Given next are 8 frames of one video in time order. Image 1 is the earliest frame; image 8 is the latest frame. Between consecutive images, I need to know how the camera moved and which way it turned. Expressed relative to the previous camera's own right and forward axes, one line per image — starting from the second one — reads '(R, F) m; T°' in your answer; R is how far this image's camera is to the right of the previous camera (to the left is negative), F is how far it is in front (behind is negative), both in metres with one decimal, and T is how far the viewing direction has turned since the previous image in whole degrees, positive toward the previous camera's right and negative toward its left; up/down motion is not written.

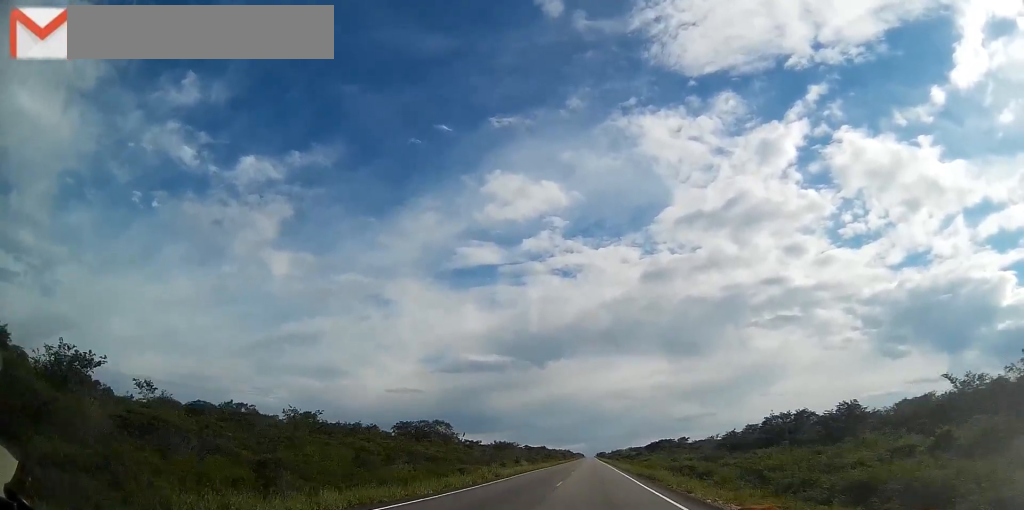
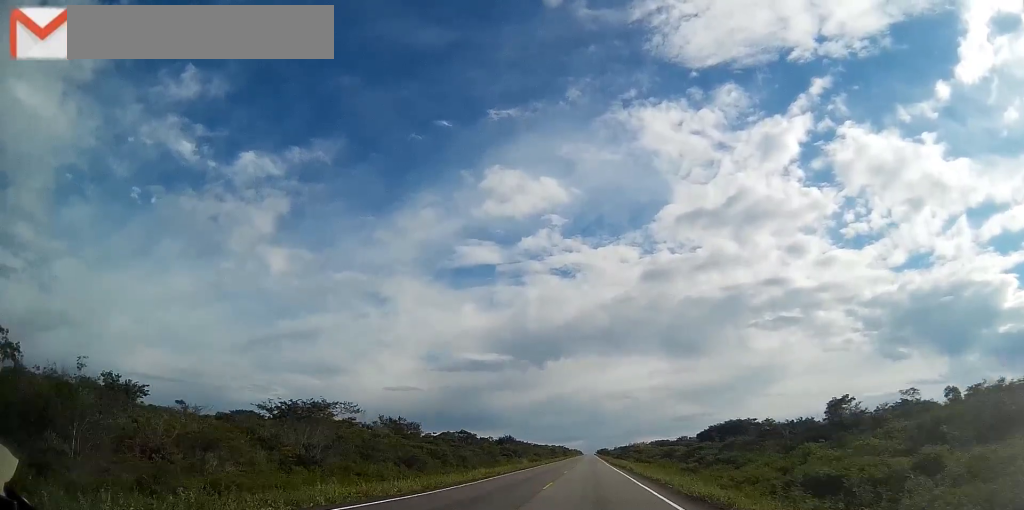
(-0.1, +100.3) m; 0°
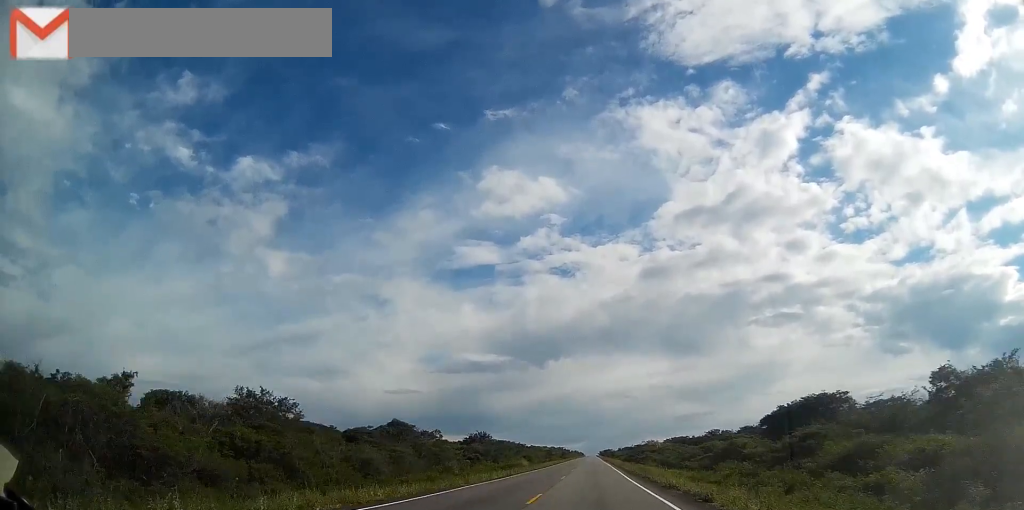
(+0.1, +35.0) m; 0°
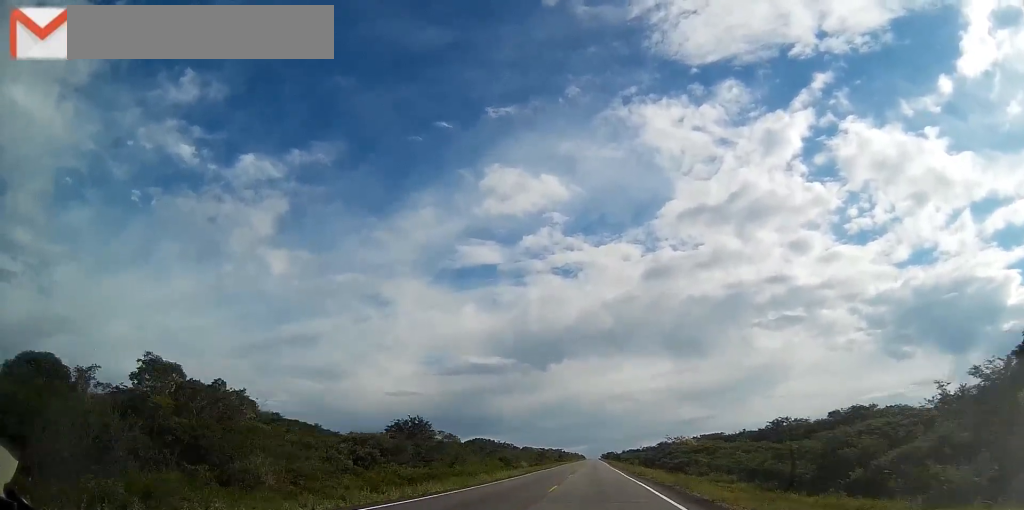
(0.0, +42.5) m; 0°
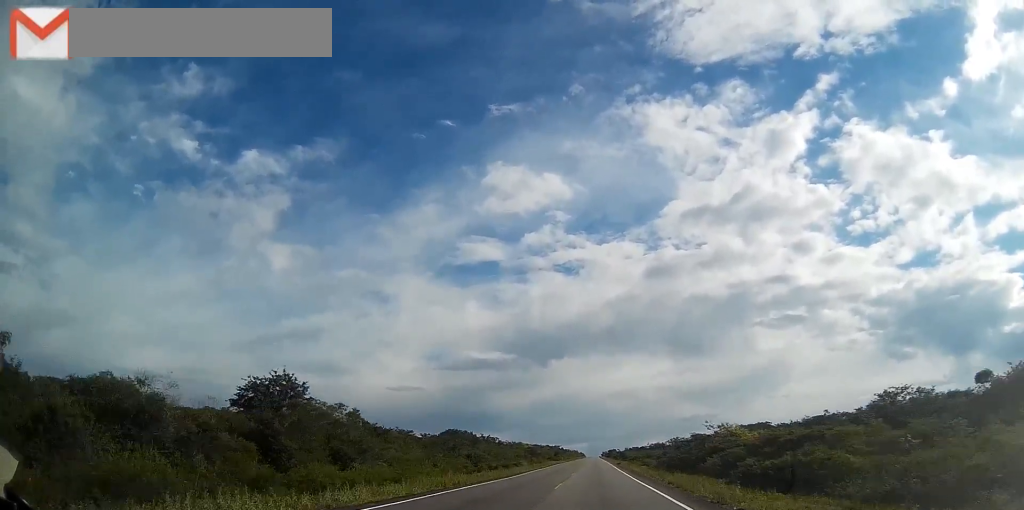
(-0.1, +30.5) m; 0°
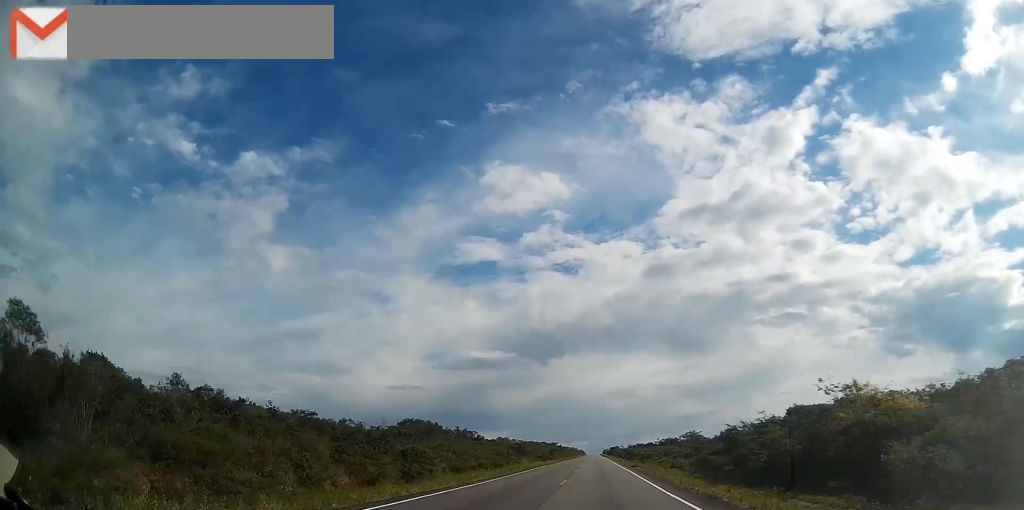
(0.0, +30.5) m; 0°
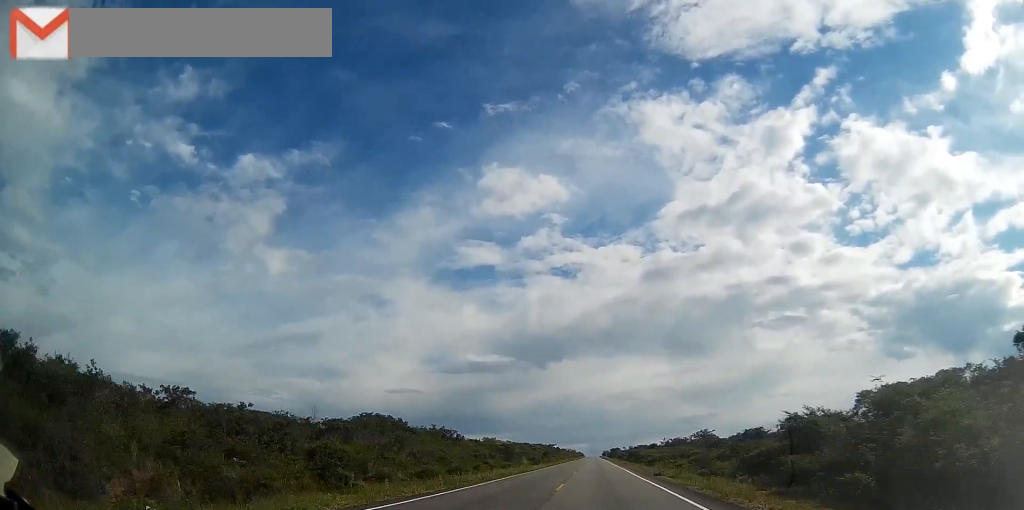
(0.0, +18.3) m; 0°
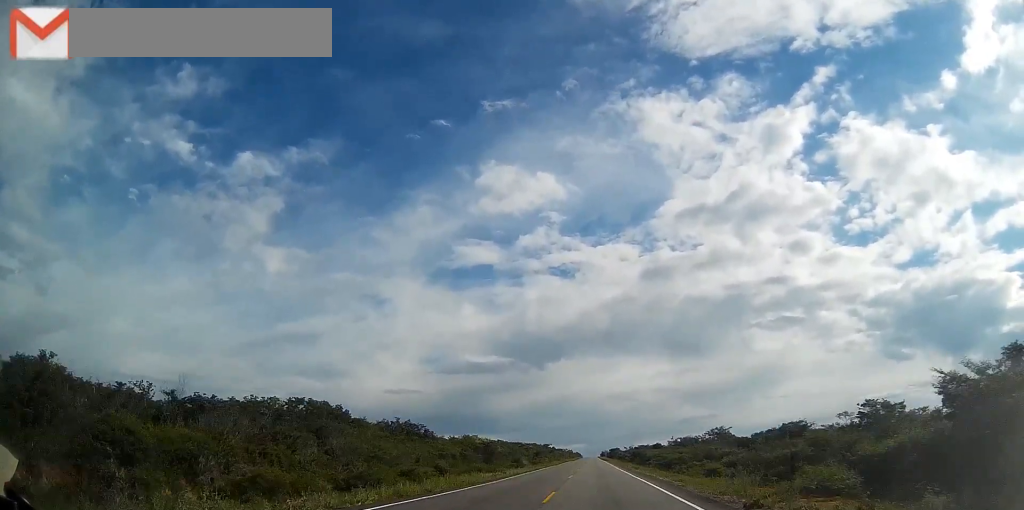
(-0.1, +21.4) m; 0°
